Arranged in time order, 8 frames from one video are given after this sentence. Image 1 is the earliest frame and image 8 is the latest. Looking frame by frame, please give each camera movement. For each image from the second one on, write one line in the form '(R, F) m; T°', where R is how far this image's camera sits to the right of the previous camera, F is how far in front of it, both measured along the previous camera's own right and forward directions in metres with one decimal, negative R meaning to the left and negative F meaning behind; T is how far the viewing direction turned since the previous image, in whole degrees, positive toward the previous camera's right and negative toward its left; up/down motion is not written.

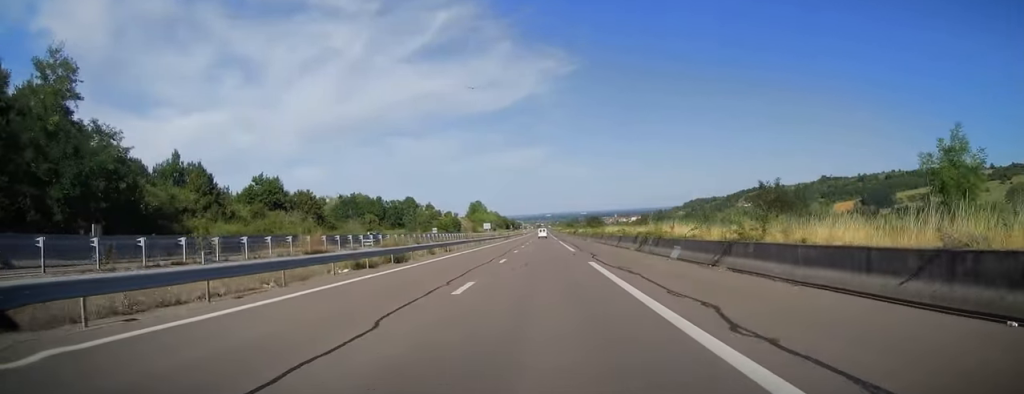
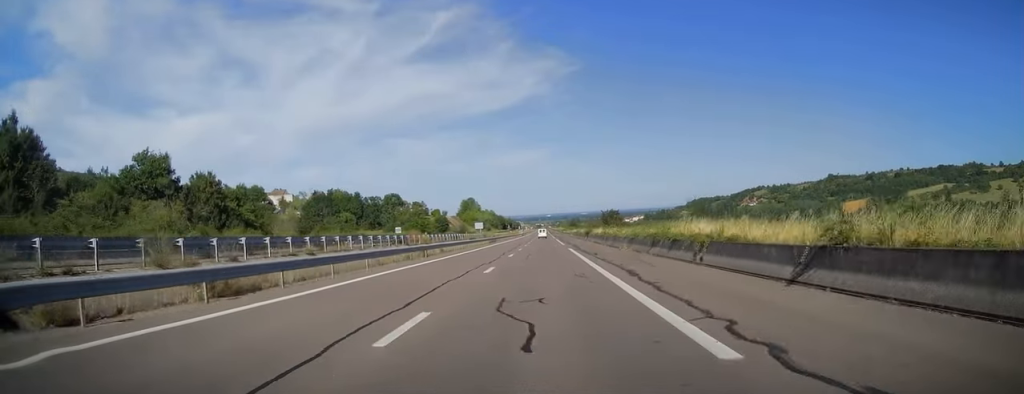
(-0.1, +31.9) m; 0°
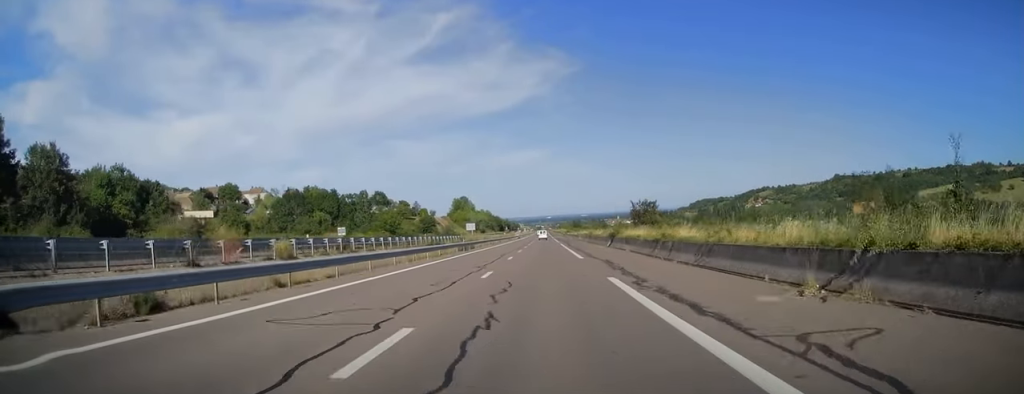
(0.0, +27.5) m; 0°
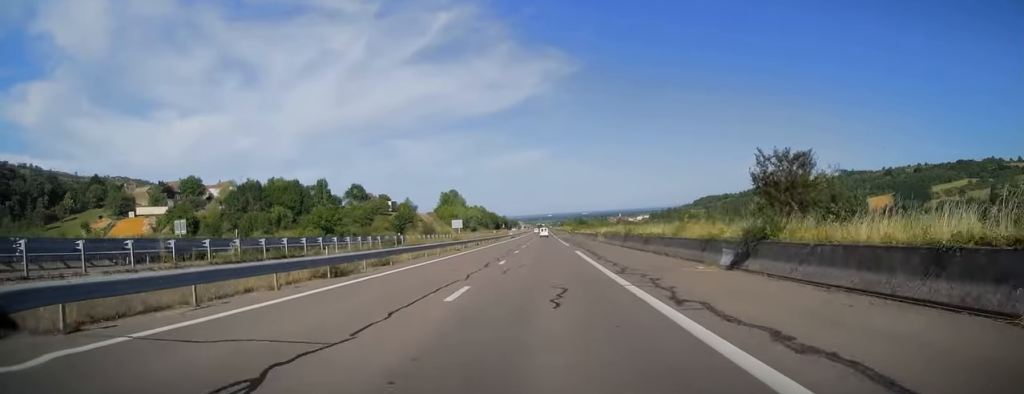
(0.0, +32.9) m; 0°
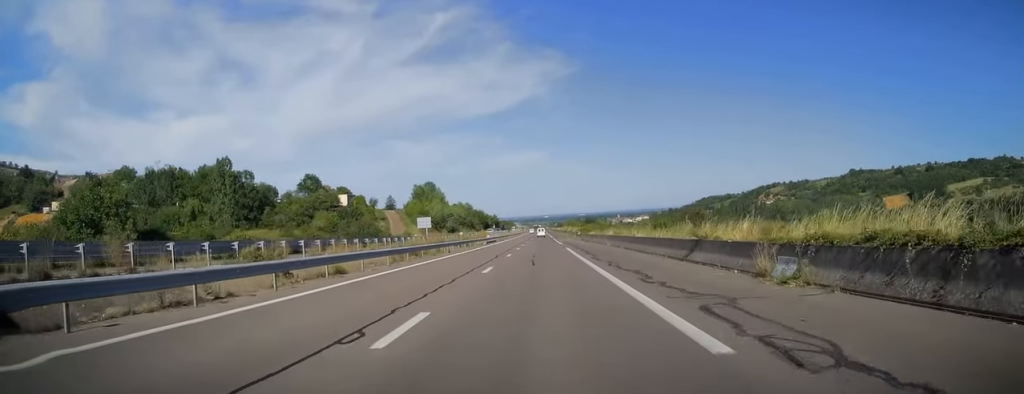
(+0.1, +43.7) m; 0°
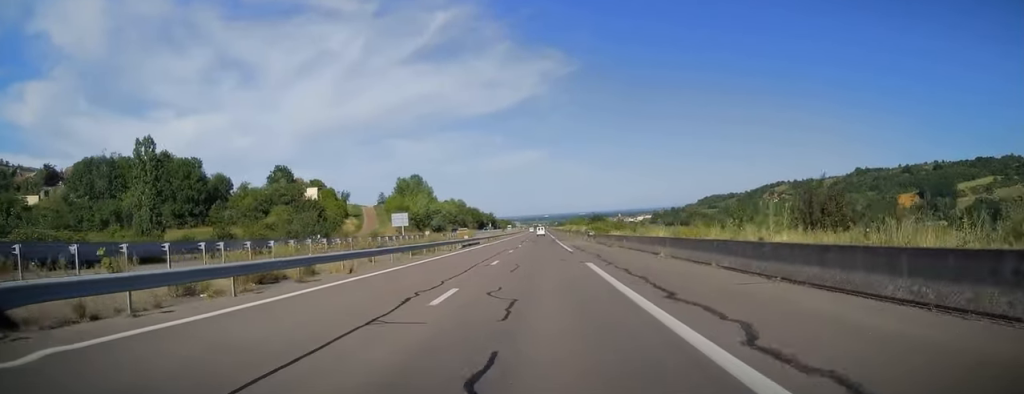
(0.0, +22.1) m; 0°
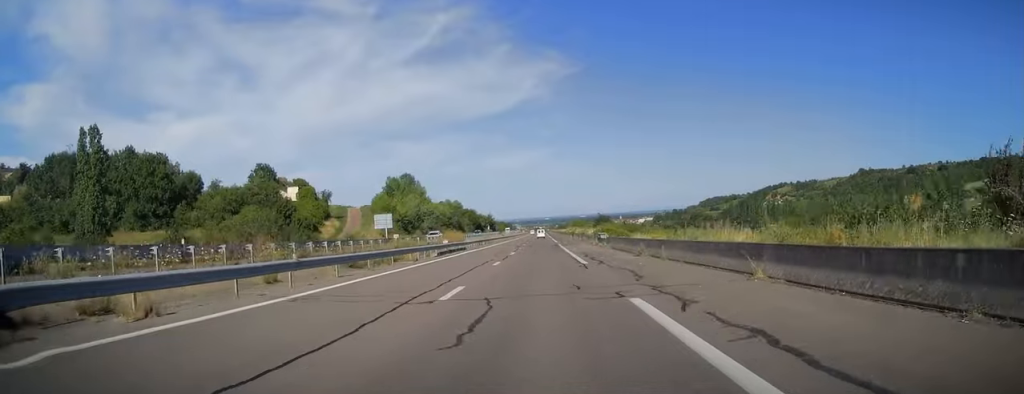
(0.0, +11.8) m; 0°
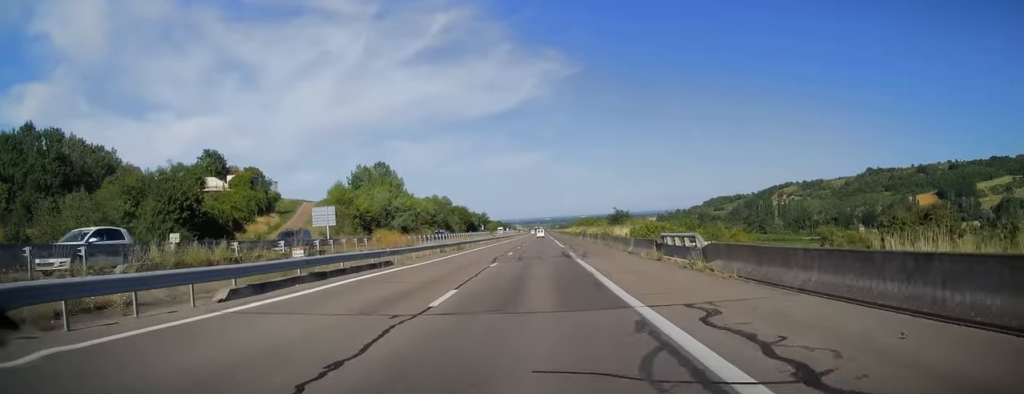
(0.0, +27.0) m; 0°
